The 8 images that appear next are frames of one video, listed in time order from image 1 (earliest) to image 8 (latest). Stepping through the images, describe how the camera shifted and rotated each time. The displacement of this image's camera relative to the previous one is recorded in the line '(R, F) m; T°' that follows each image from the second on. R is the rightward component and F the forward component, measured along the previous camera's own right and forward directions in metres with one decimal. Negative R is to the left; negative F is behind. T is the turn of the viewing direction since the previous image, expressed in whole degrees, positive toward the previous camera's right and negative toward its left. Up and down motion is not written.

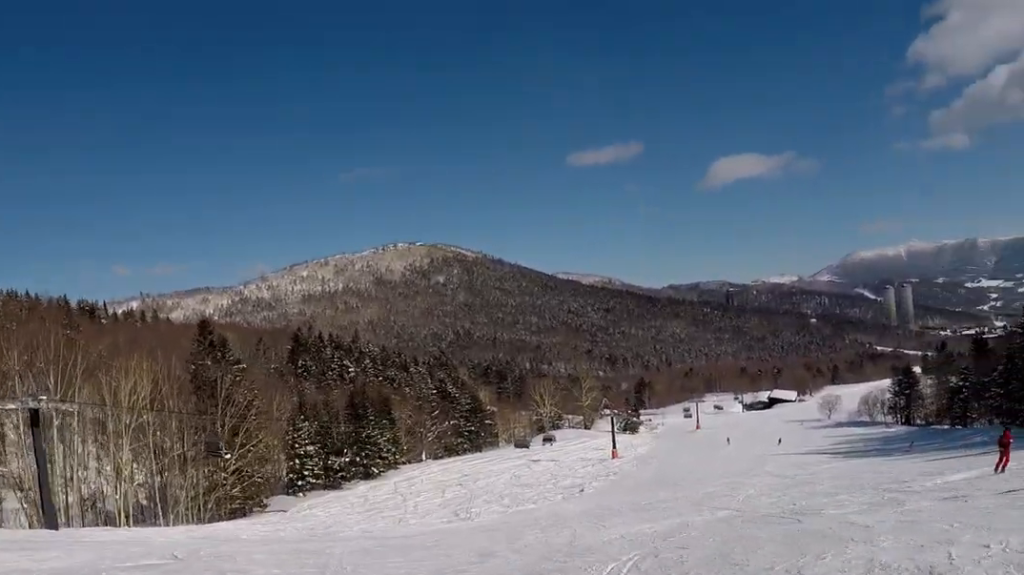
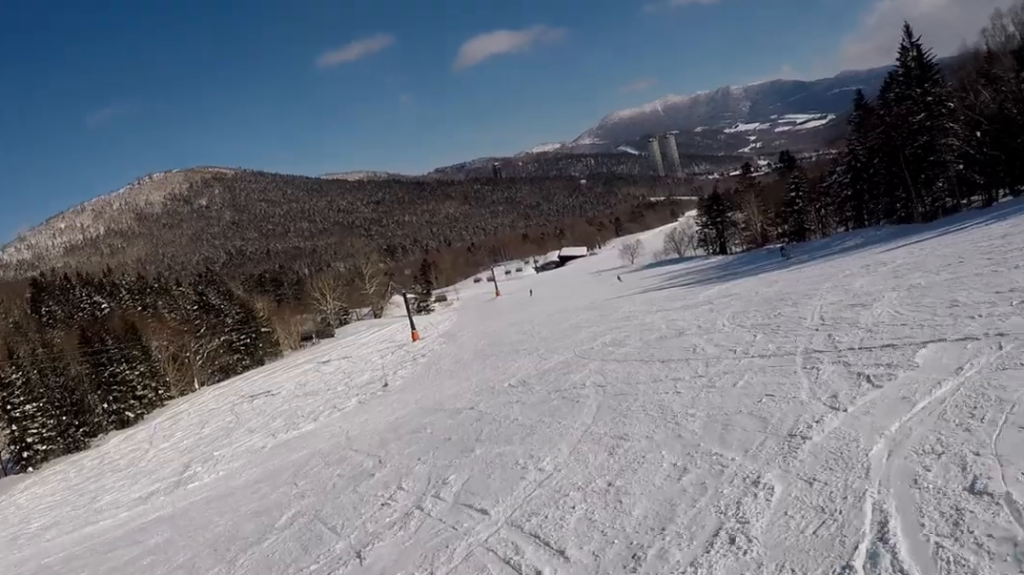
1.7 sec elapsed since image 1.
(+3.6, +20.3) m; +14°
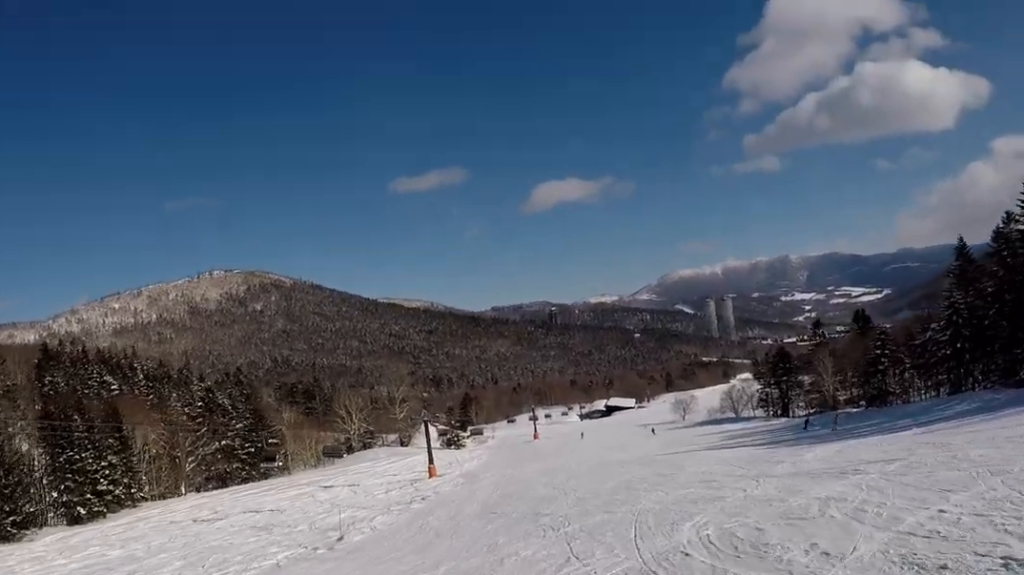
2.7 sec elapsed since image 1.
(0.0, +13.6) m; -1°
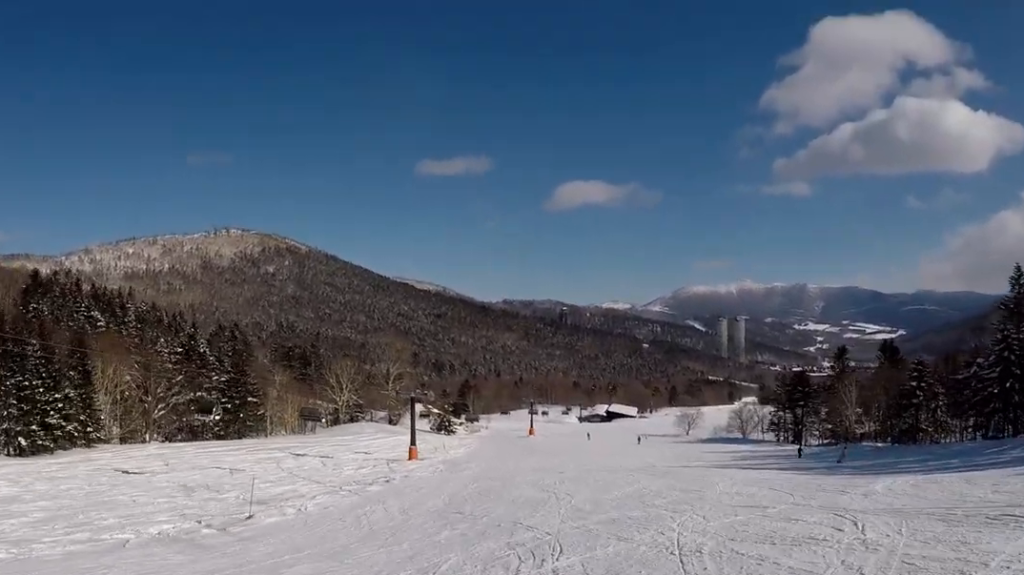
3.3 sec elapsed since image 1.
(-0.1, +7.8) m; -1°
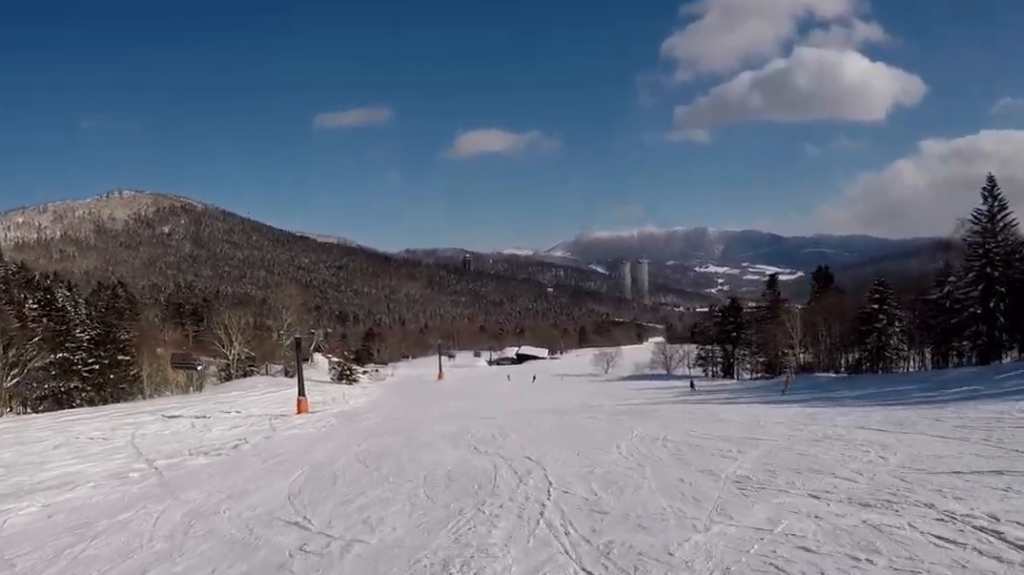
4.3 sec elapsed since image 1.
(-0.1, +13.7) m; 0°
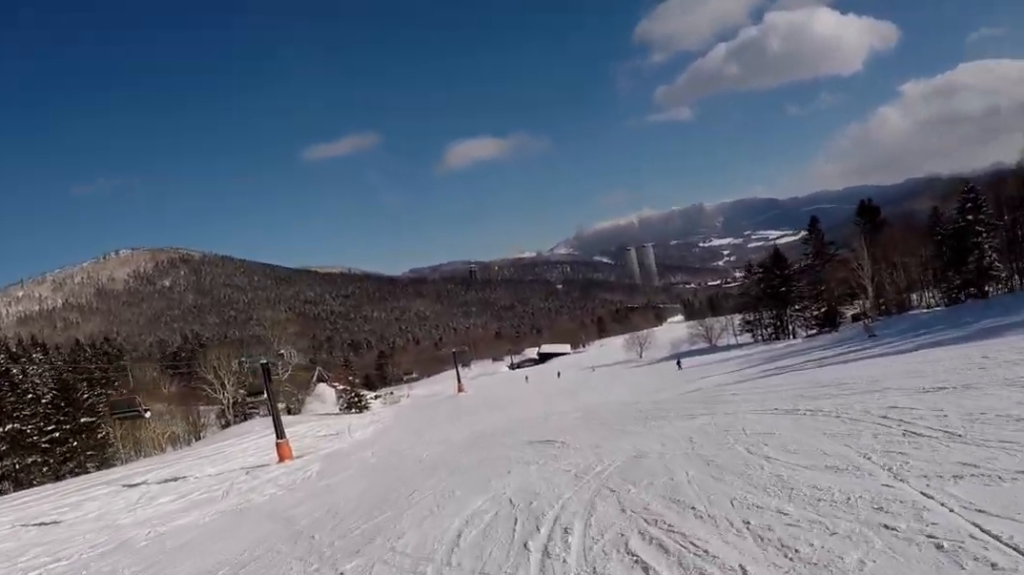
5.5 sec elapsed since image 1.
(+0.1, +16.4) m; +6°
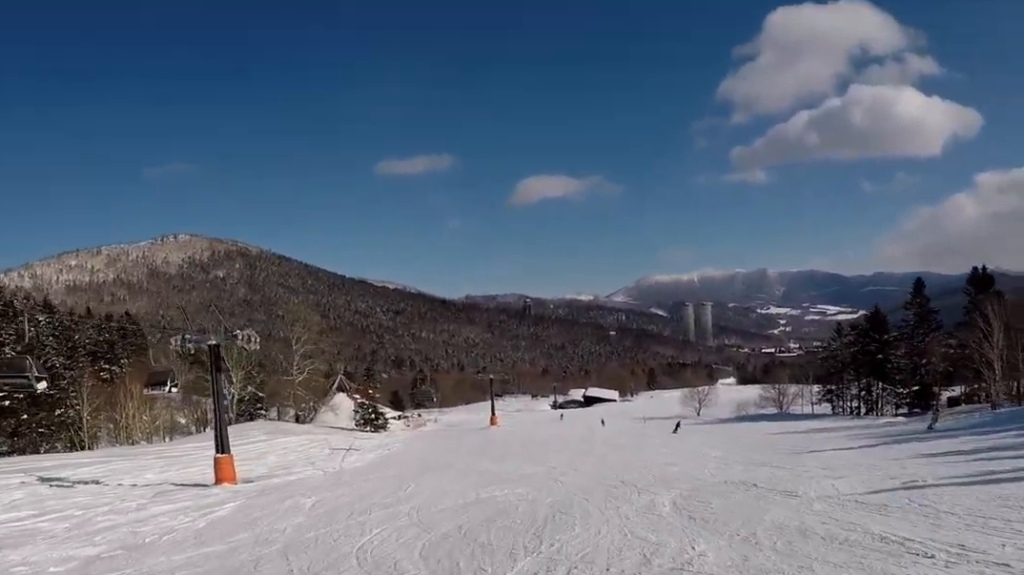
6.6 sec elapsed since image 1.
(+1.2, +16.3) m; 0°
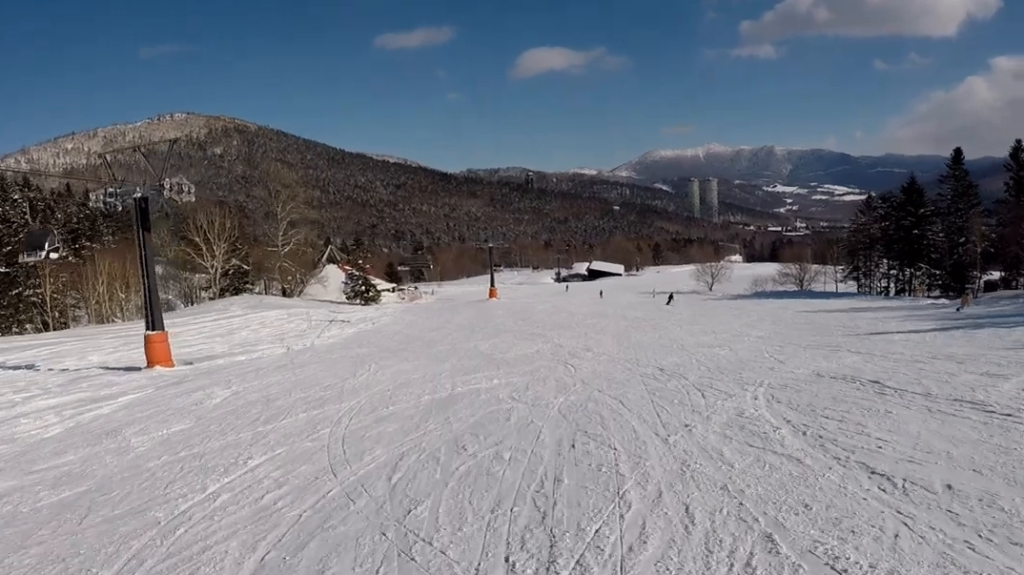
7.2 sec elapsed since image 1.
(-0.8, +7.8) m; 0°
